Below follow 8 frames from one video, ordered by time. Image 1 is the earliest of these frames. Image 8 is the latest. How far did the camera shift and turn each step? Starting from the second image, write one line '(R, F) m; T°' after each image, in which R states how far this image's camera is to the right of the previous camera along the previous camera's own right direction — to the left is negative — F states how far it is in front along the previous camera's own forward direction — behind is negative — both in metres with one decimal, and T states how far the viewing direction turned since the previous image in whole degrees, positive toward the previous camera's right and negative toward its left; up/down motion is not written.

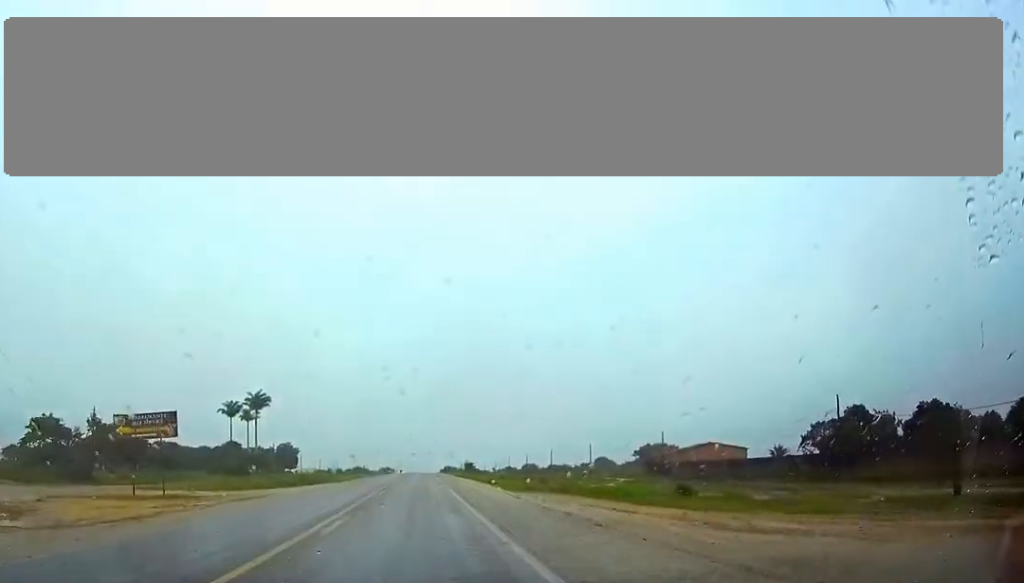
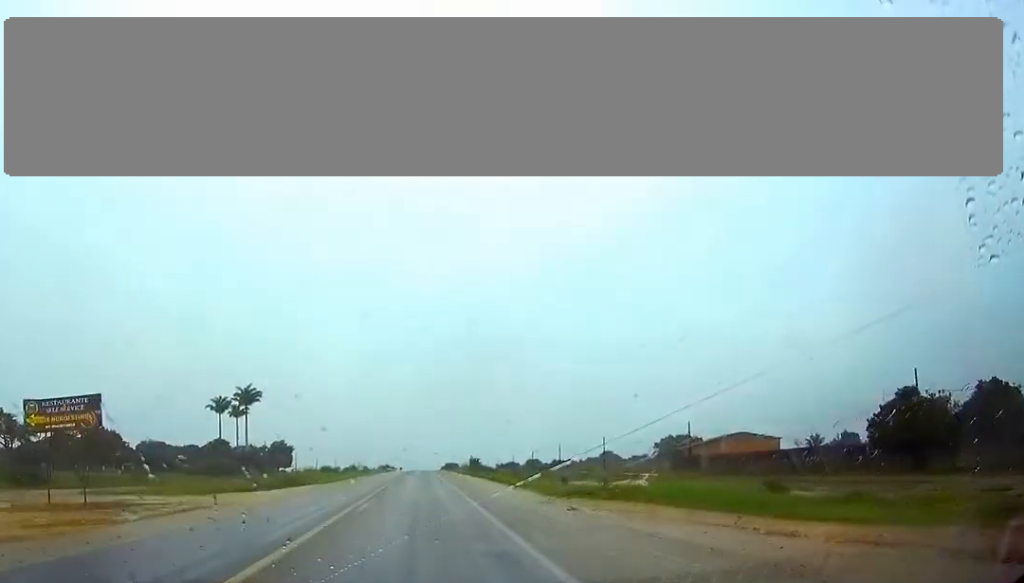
(0.0, +11.8) m; 0°
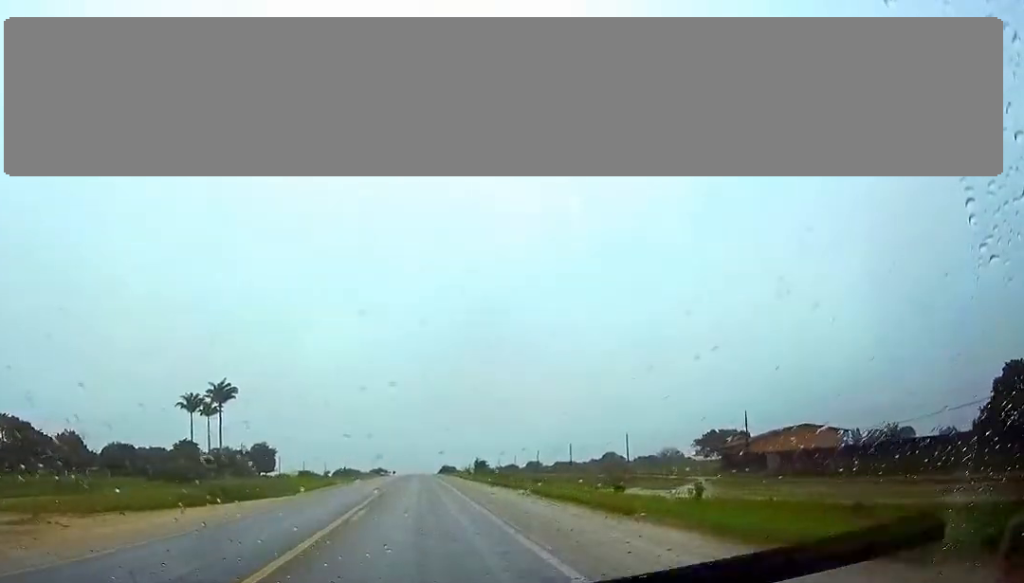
(0.0, +20.7) m; 0°
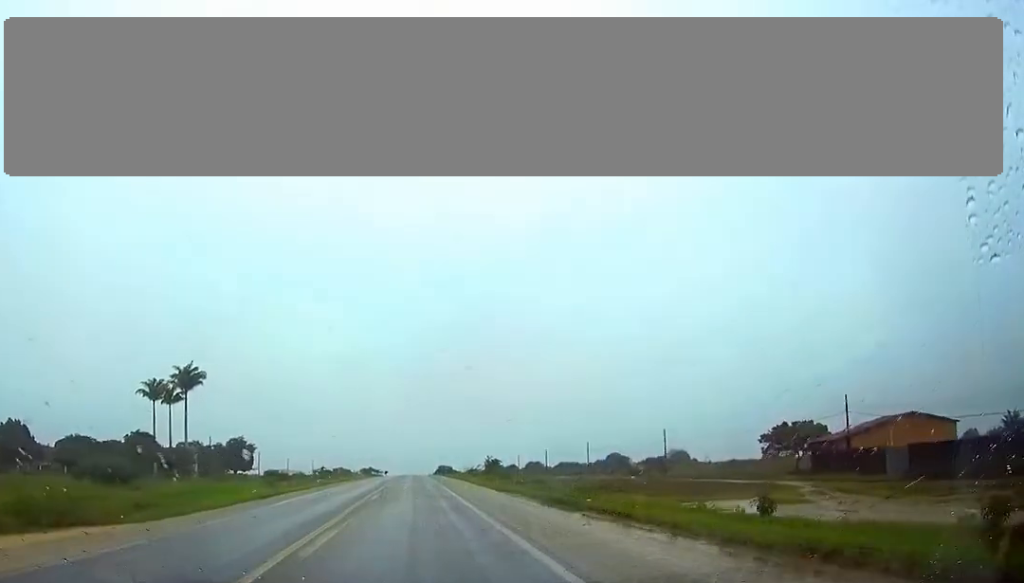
(+0.1, +23.1) m; 0°
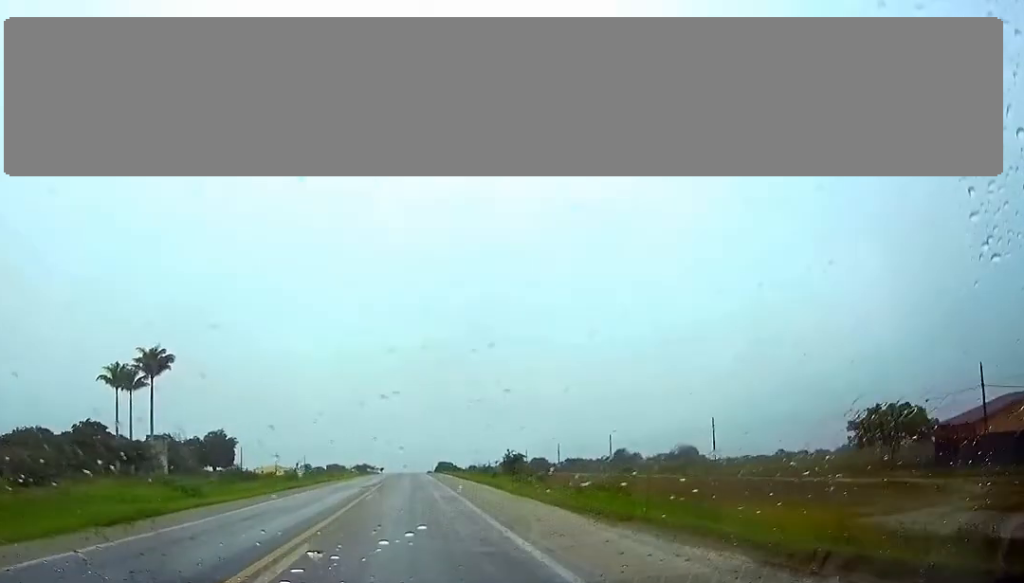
(-0.1, +19.4) m; 0°
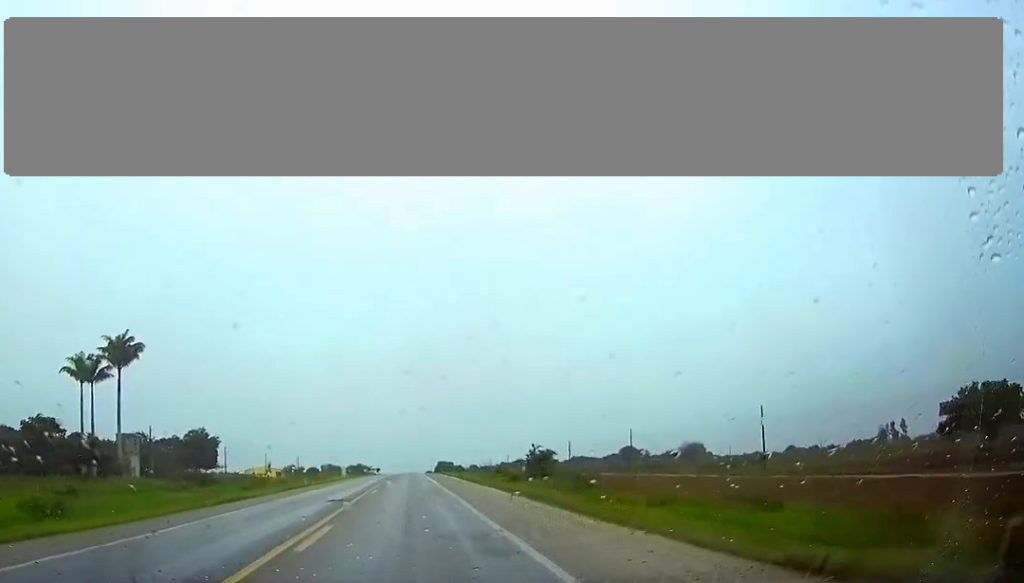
(0.0, +14.5) m; 0°
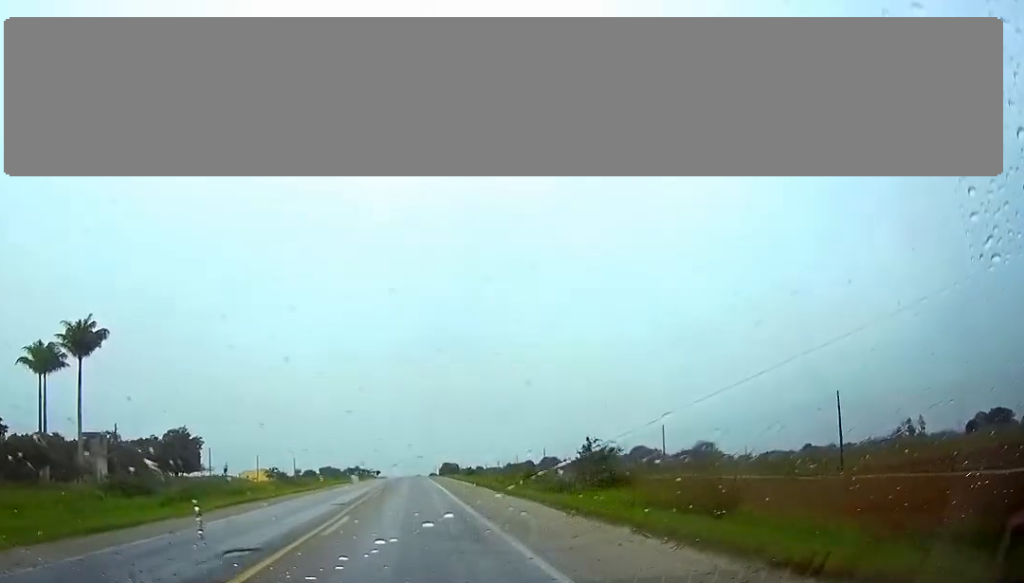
(0.0, +15.5) m; 0°
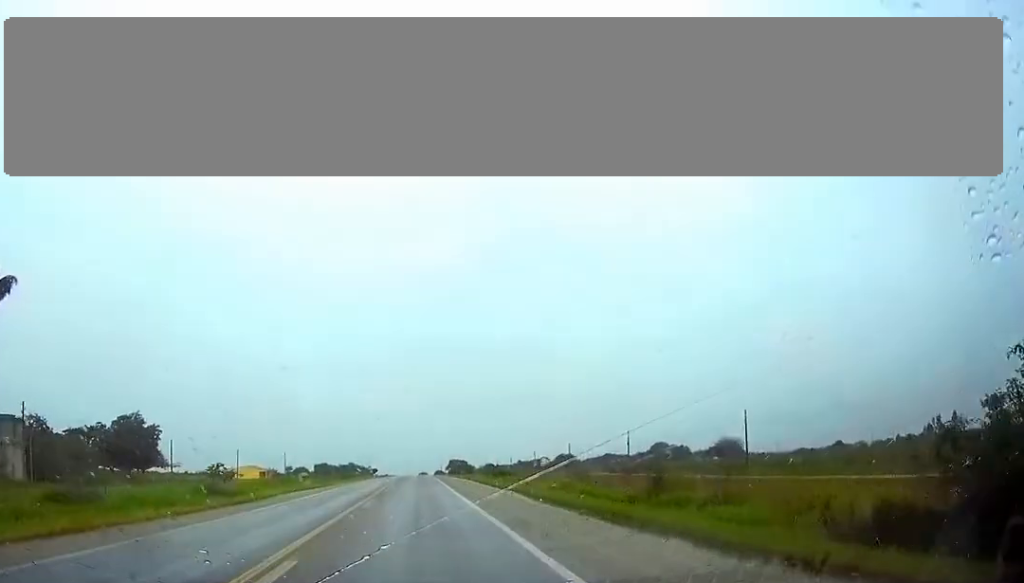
(+0.1, +27.8) m; 0°
